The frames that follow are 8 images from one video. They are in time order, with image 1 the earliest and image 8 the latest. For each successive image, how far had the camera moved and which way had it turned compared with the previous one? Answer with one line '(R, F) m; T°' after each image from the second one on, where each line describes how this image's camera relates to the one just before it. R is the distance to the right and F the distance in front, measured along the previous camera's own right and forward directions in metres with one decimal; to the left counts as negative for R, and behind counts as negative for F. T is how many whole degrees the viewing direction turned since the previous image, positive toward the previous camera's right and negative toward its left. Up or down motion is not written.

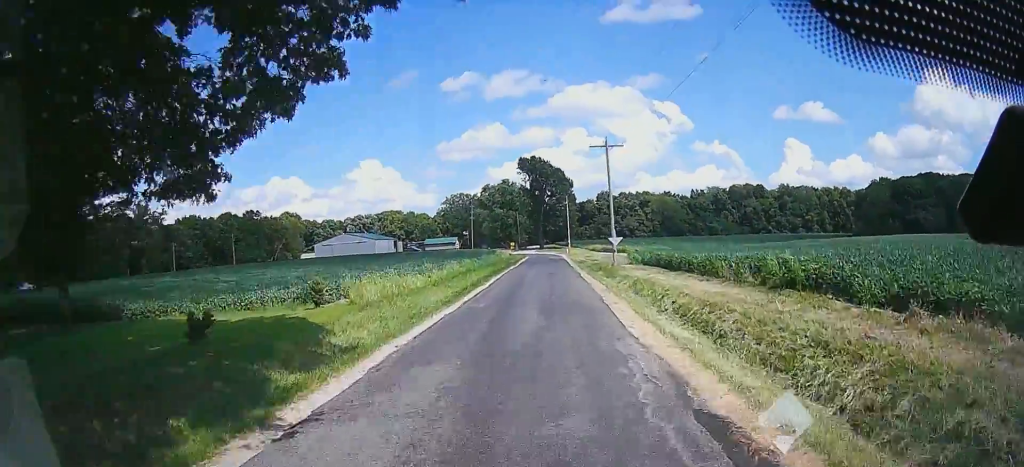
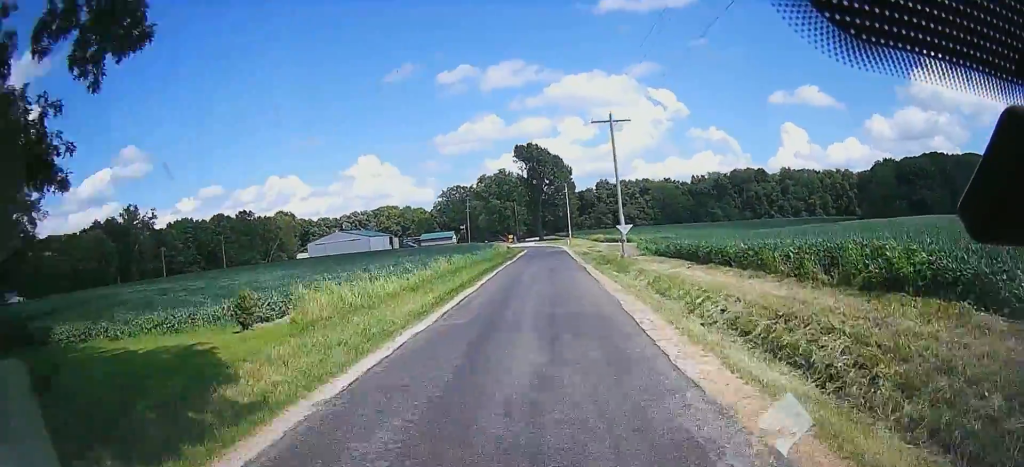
(0.0, +5.2) m; 0°
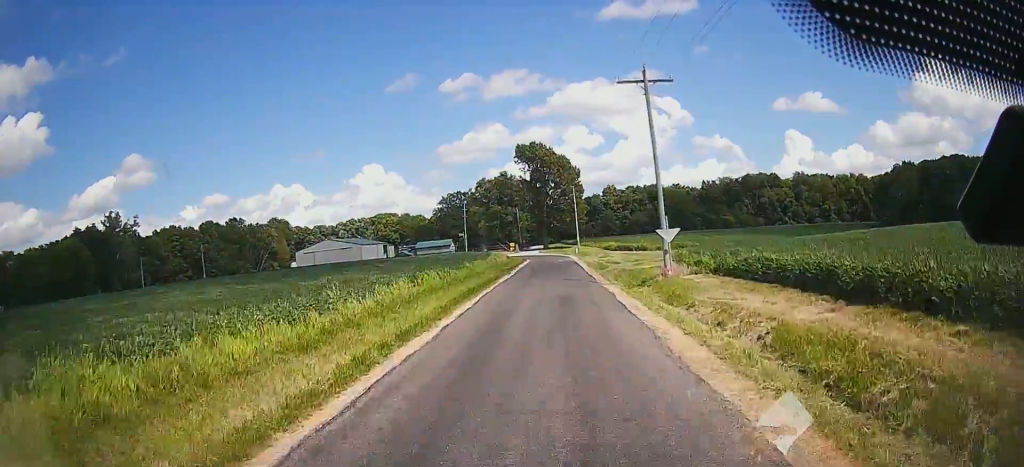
(0.0, +12.5) m; 0°
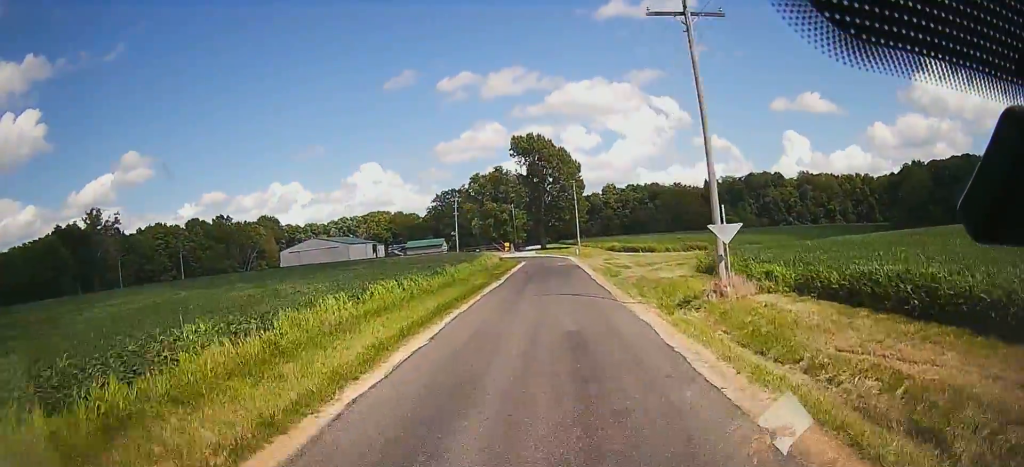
(0.0, +8.4) m; 0°
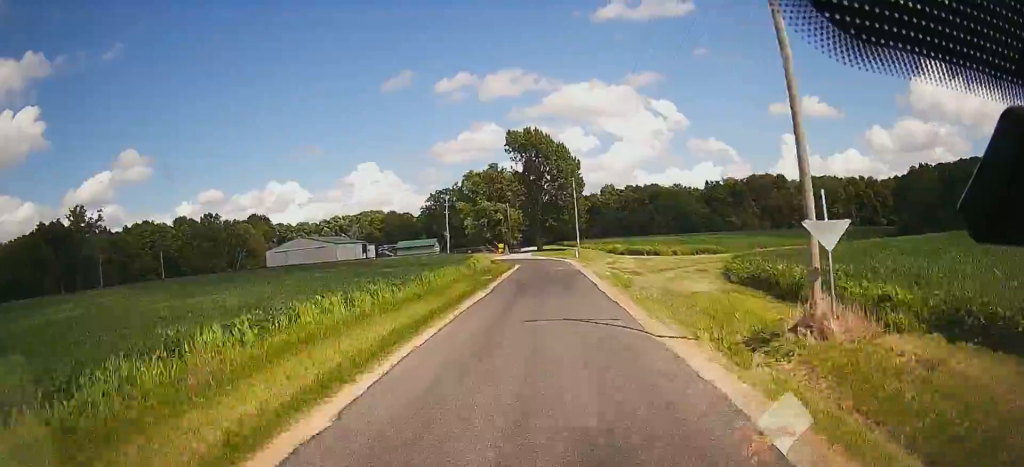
(0.0, +6.7) m; 0°
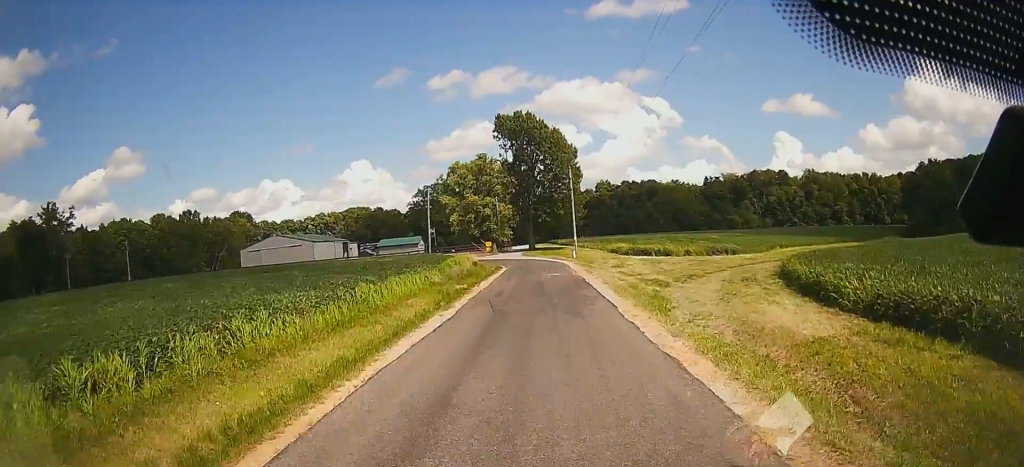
(0.0, +10.5) m; 0°
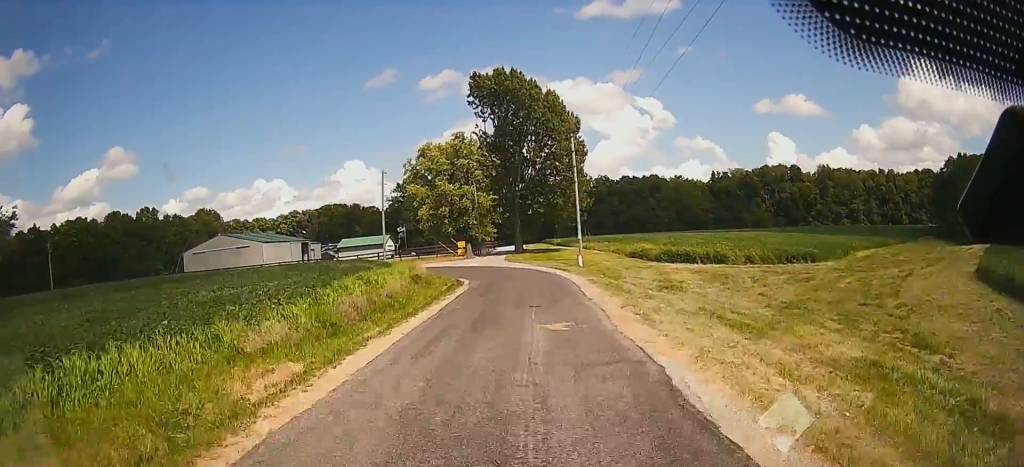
(0.0, +23.0) m; 0°
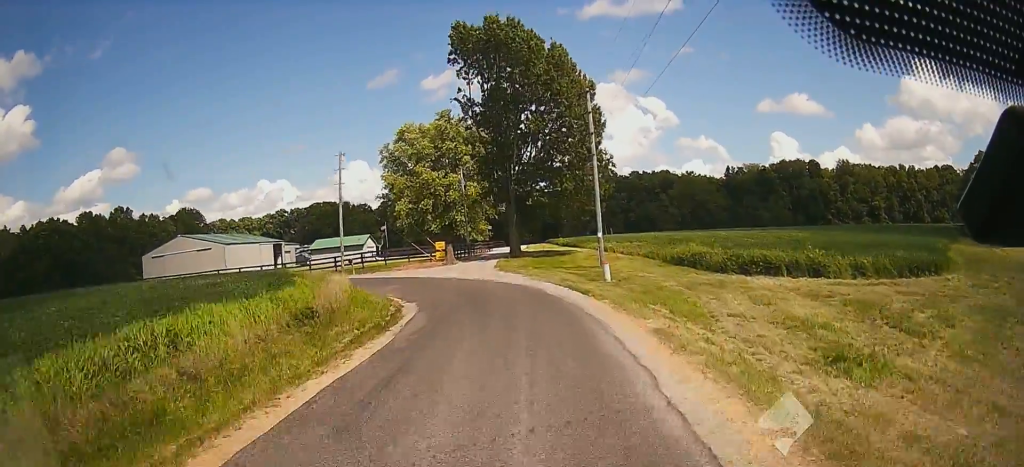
(+0.3, +17.4) m; +3°
